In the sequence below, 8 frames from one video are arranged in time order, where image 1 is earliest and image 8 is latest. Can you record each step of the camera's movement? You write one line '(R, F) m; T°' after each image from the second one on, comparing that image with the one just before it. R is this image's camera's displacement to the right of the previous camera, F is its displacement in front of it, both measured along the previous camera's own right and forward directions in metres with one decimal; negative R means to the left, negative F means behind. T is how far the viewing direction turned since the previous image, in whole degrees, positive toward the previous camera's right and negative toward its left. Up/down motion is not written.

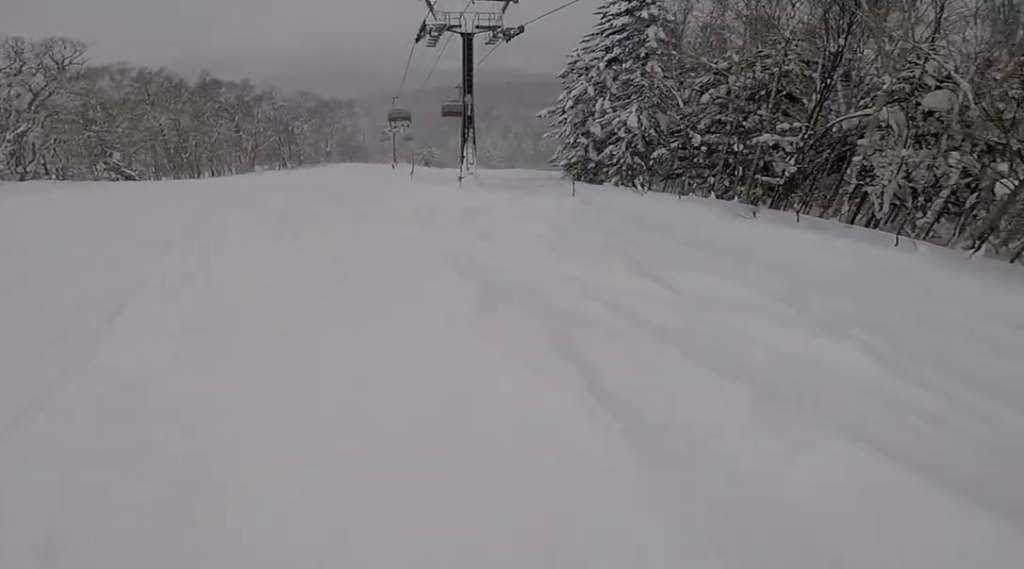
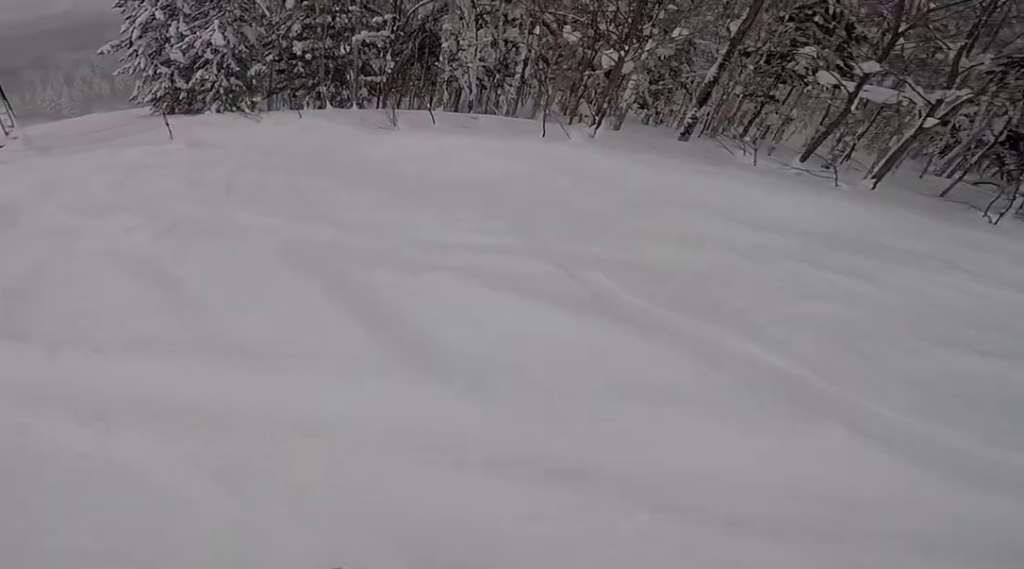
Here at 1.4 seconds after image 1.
(+2.8, +3.7) m; +13°
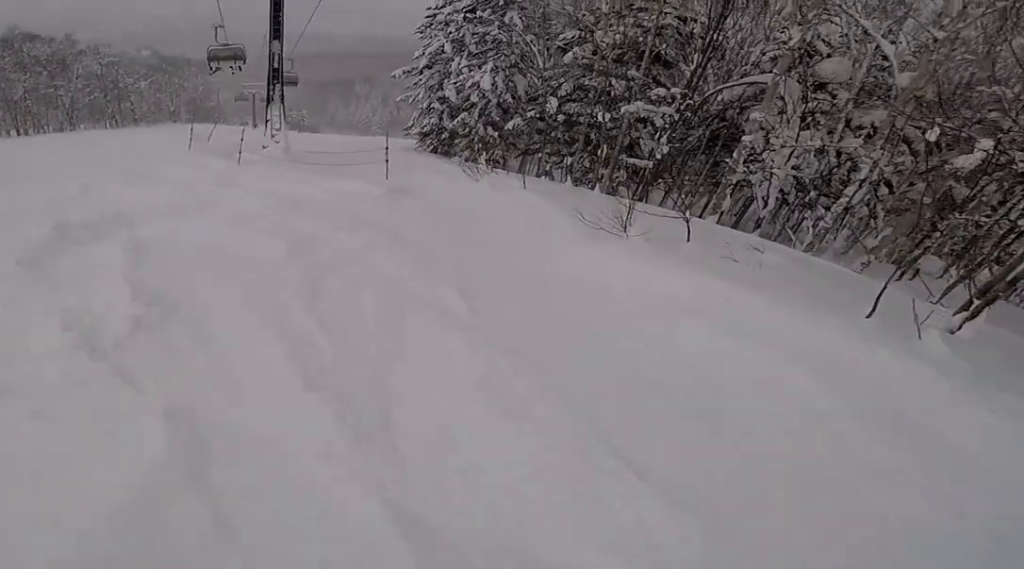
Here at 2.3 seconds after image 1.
(-2.2, +2.6) m; -45°
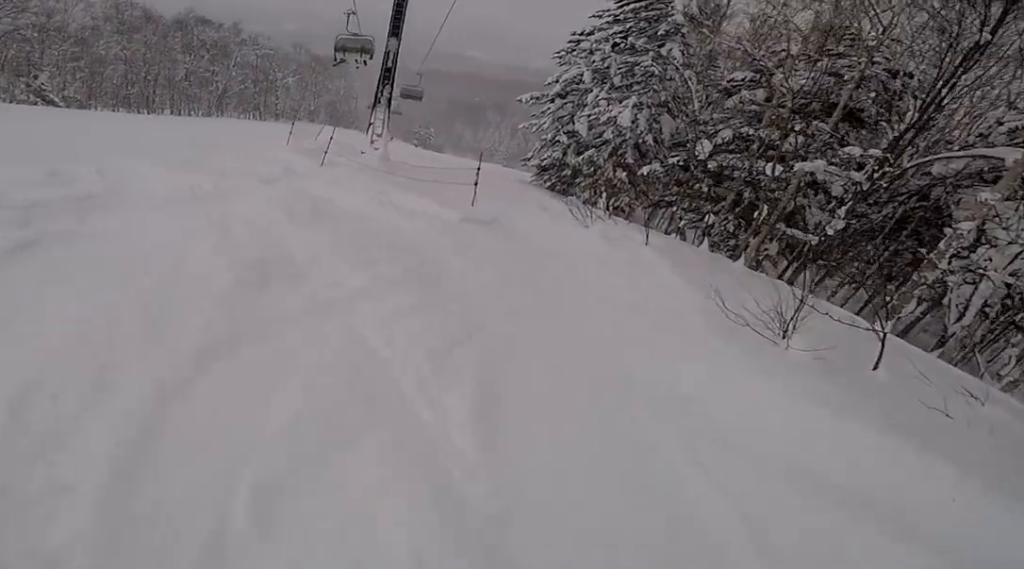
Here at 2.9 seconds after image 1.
(-0.2, +2.4) m; -5°
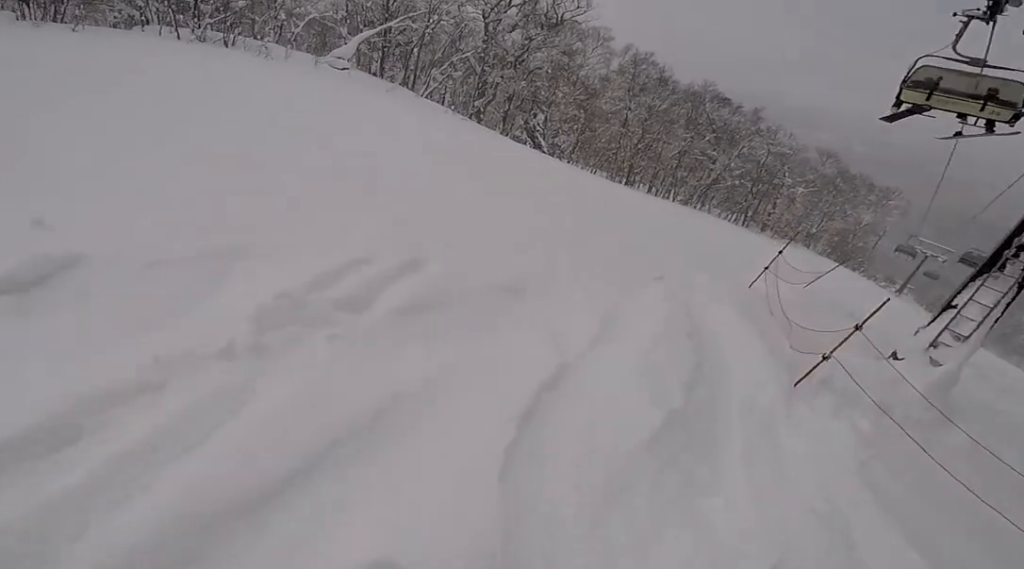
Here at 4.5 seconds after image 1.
(-1.5, +6.5) m; -38°
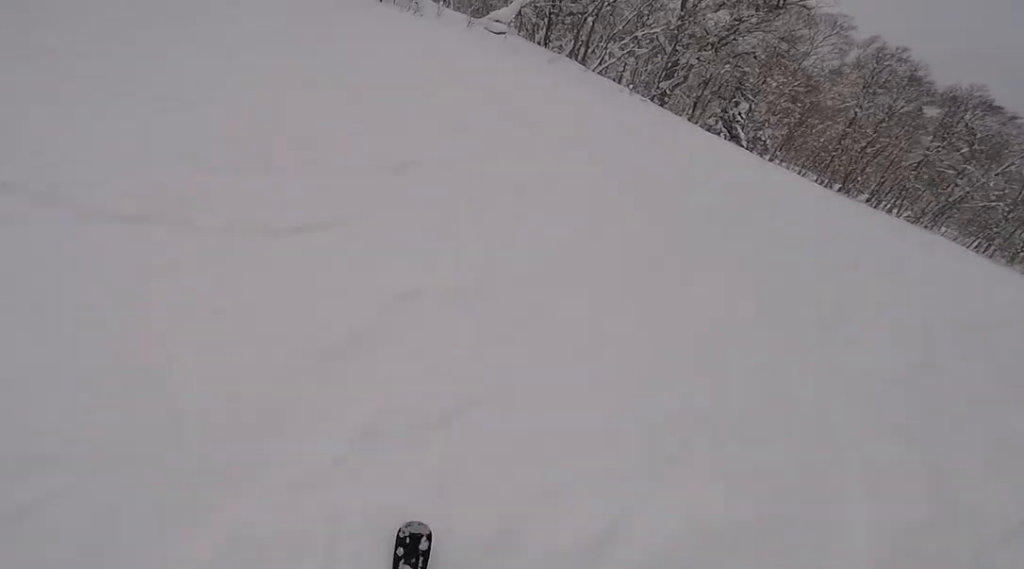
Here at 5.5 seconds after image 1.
(-1.2, +4.3) m; -6°
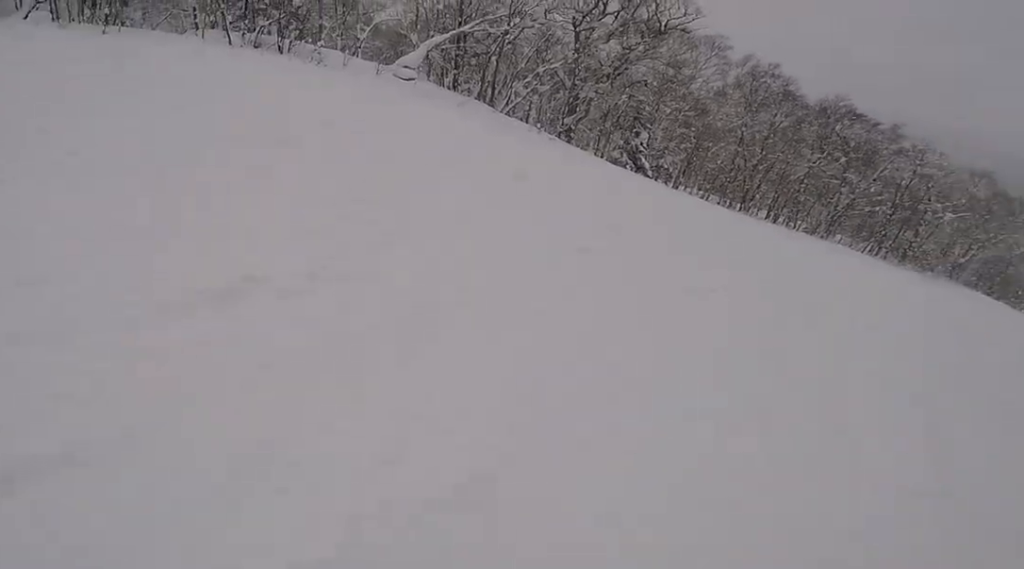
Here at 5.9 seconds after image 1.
(0.0, +1.6) m; +11°
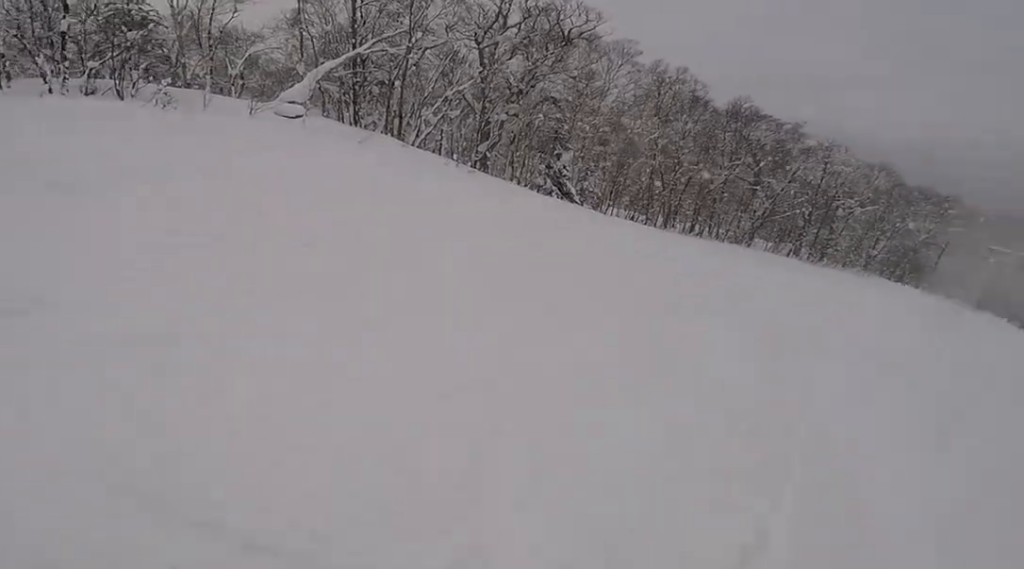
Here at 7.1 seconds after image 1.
(+1.4, +4.2) m; +28°
